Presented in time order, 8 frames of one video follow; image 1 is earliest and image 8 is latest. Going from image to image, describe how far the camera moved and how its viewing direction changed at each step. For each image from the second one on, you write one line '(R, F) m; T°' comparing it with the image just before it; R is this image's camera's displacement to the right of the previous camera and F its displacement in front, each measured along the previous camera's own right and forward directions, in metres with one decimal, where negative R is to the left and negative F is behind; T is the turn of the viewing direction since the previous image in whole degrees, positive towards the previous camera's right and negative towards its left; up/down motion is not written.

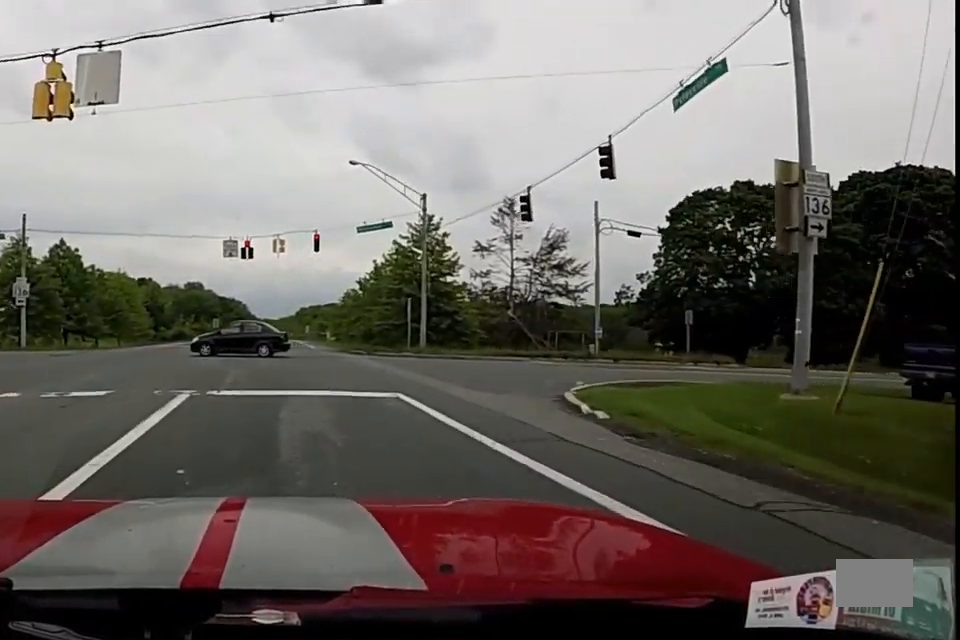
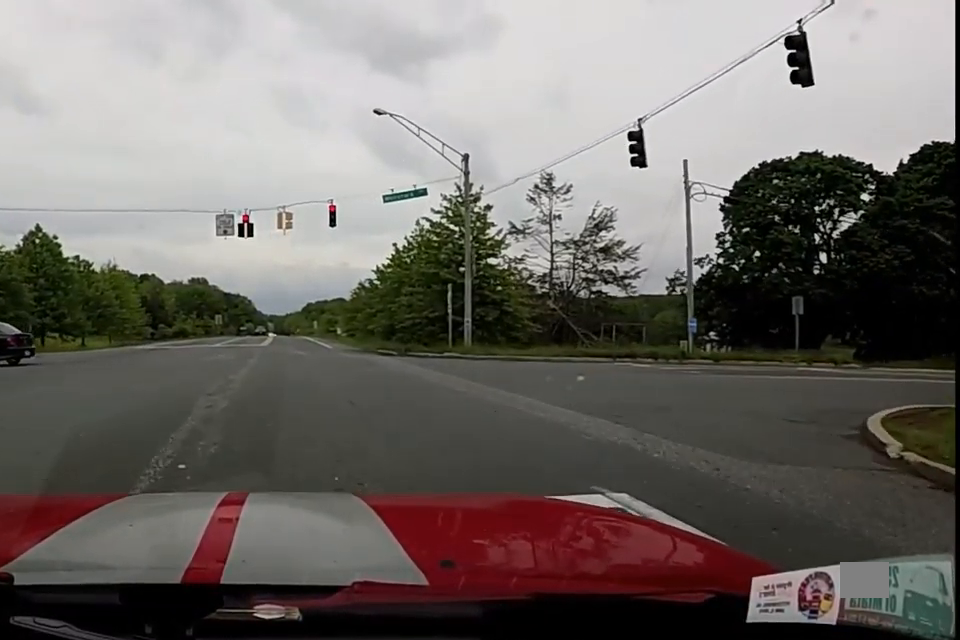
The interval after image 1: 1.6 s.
(+0.7, +1.8) m; +6°
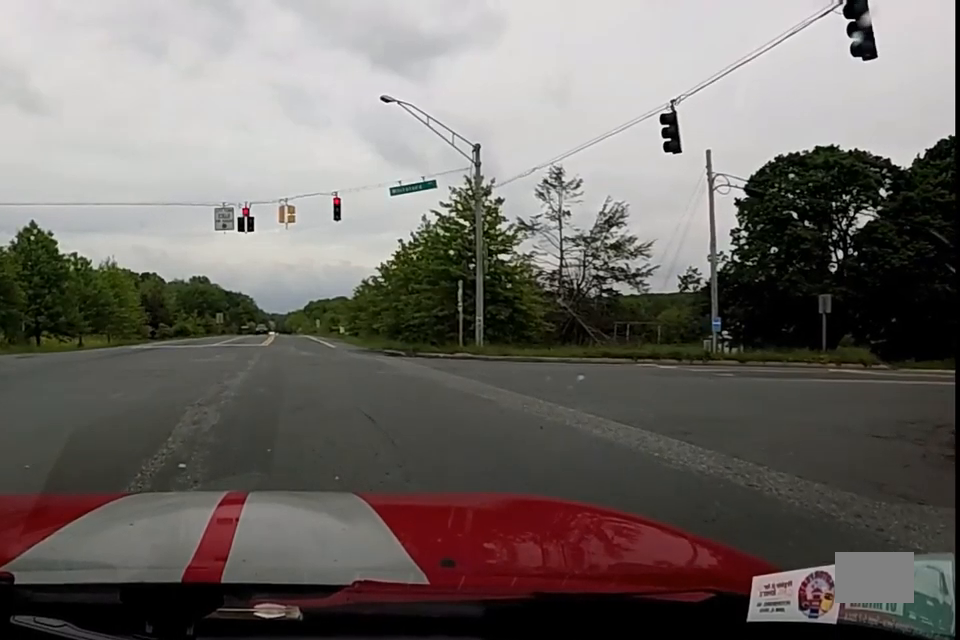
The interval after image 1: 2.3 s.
(-0.2, +0.3) m; 0°
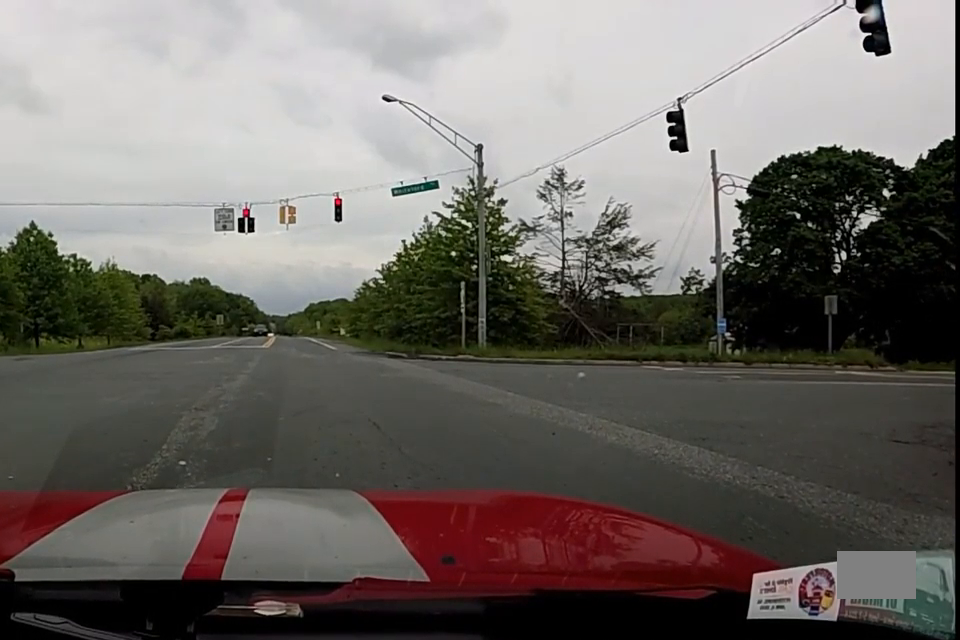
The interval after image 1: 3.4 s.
(-0.1, +0.1) m; 0°
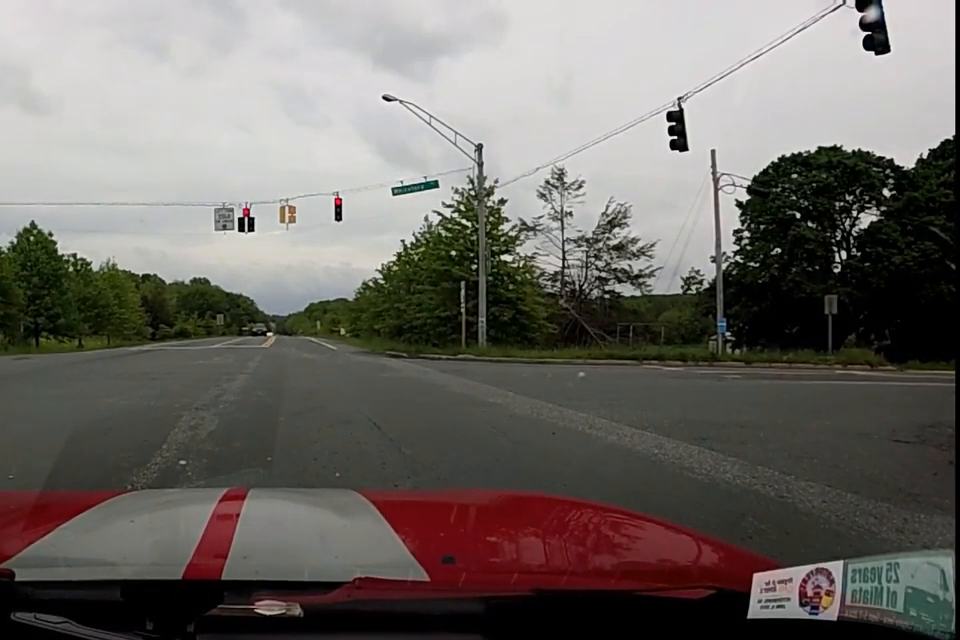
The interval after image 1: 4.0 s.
(0.0, 0.0) m; 0°
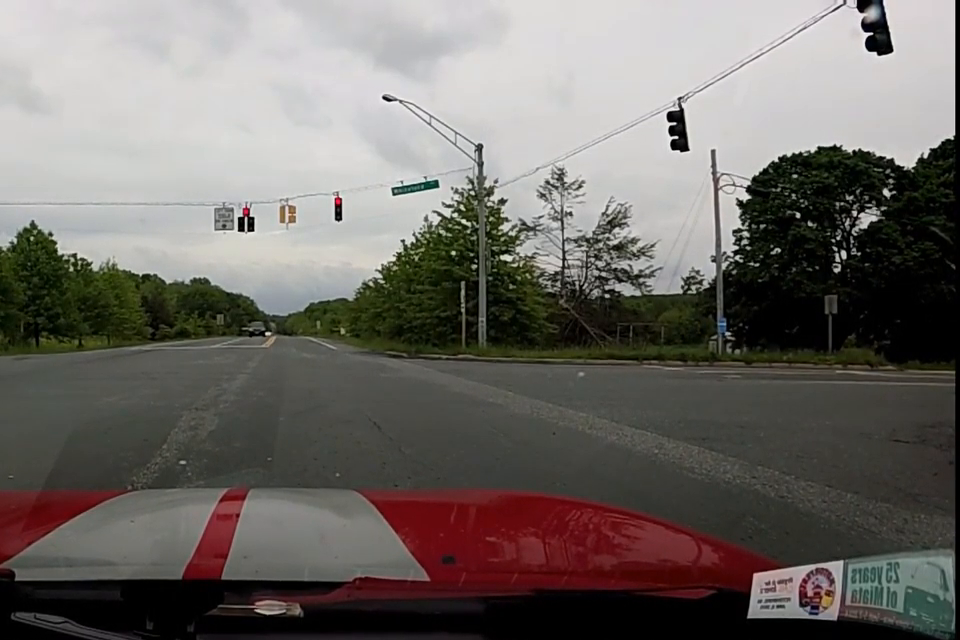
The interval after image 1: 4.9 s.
(0.0, 0.0) m; 0°
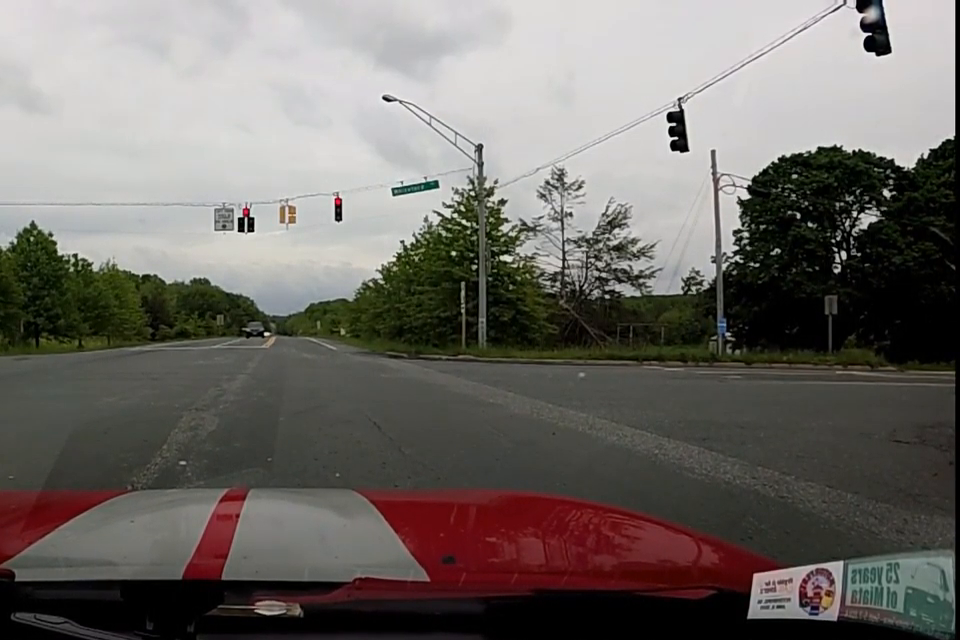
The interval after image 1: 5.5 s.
(0.0, 0.0) m; 0°
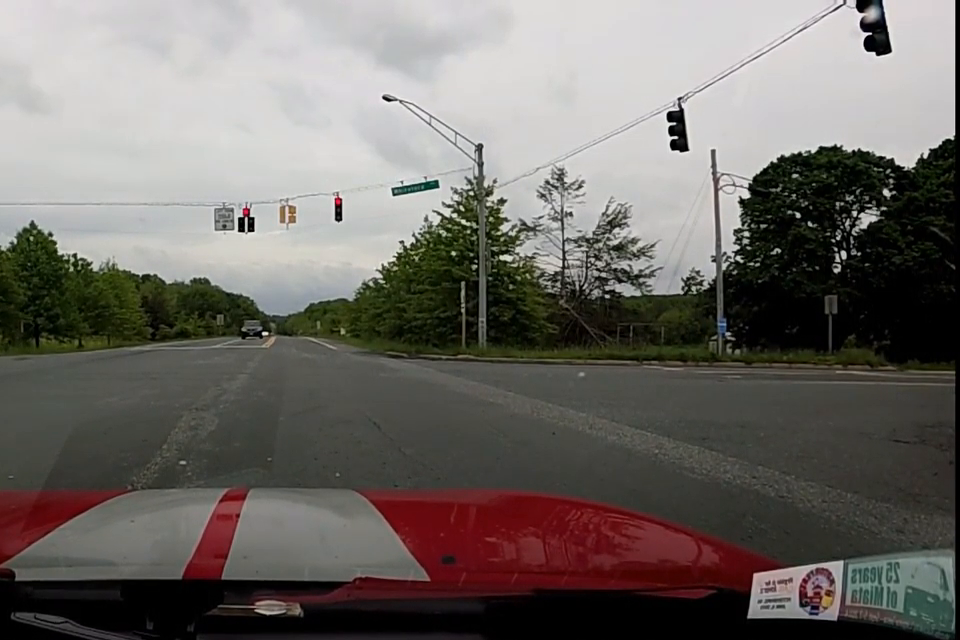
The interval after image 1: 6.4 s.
(0.0, 0.0) m; 0°
